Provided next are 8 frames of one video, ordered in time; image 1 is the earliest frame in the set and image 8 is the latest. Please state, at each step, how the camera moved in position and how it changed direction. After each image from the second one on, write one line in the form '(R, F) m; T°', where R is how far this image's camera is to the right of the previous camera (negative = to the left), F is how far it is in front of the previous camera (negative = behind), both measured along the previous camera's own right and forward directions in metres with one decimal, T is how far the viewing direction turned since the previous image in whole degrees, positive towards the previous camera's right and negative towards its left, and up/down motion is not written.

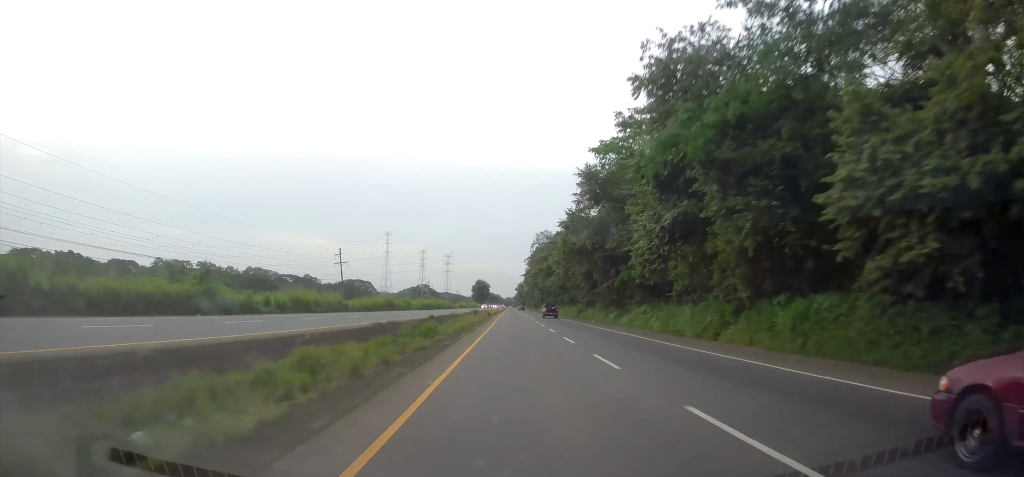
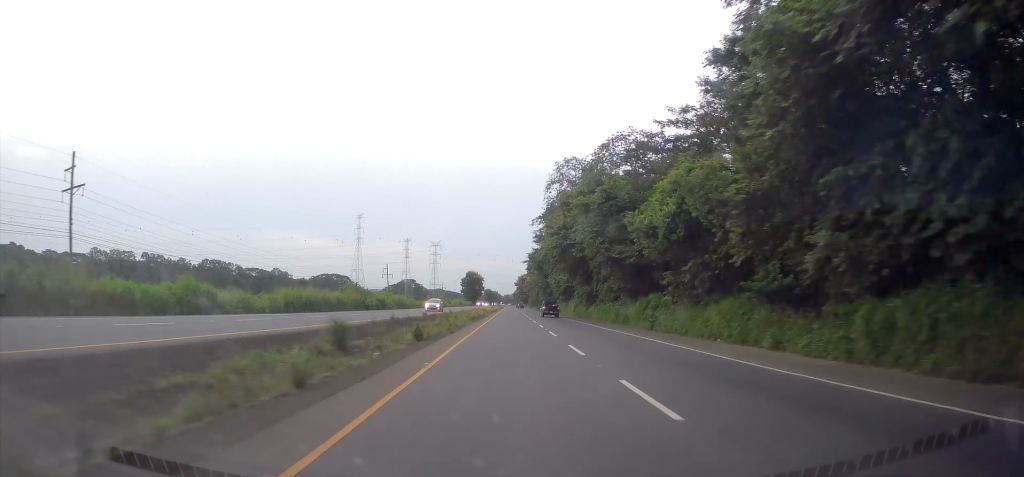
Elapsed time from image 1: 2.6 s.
(-0.4, +64.5) m; 0°
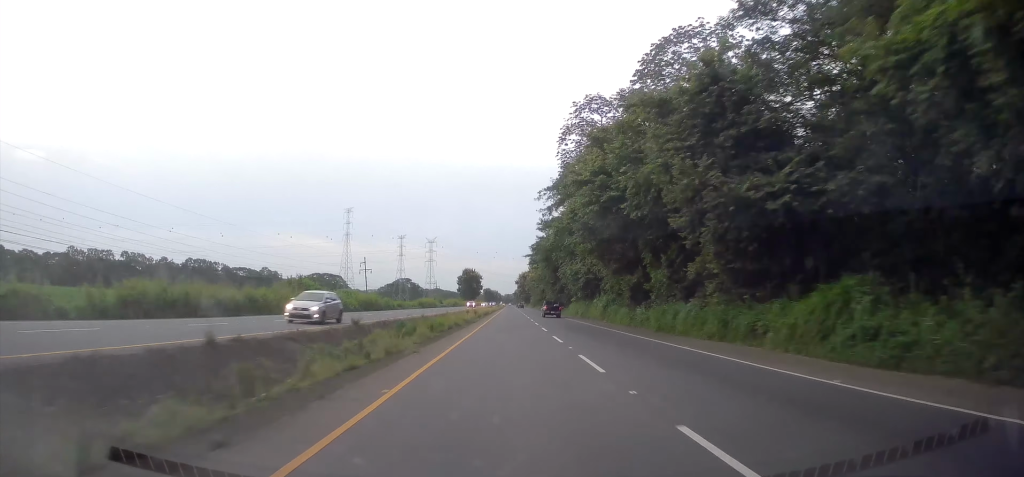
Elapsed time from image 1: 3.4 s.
(-0.1, +20.8) m; 0°
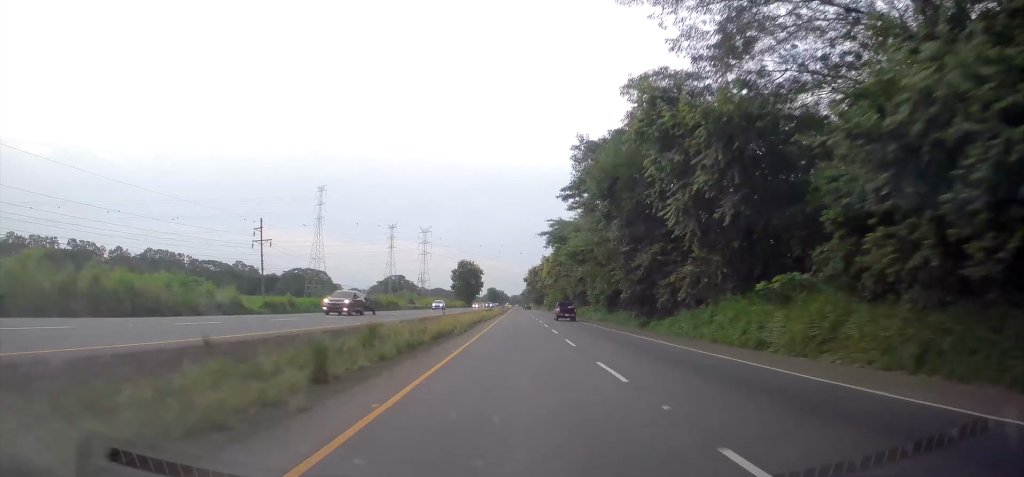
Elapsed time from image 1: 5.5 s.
(+0.4, +52.0) m; 0°
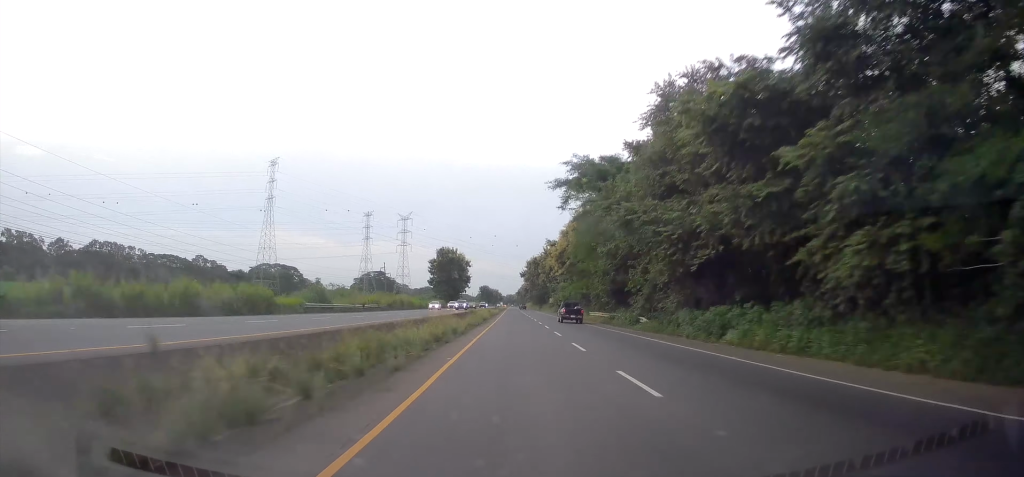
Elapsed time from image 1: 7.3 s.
(-0.4, +43.7) m; 0°
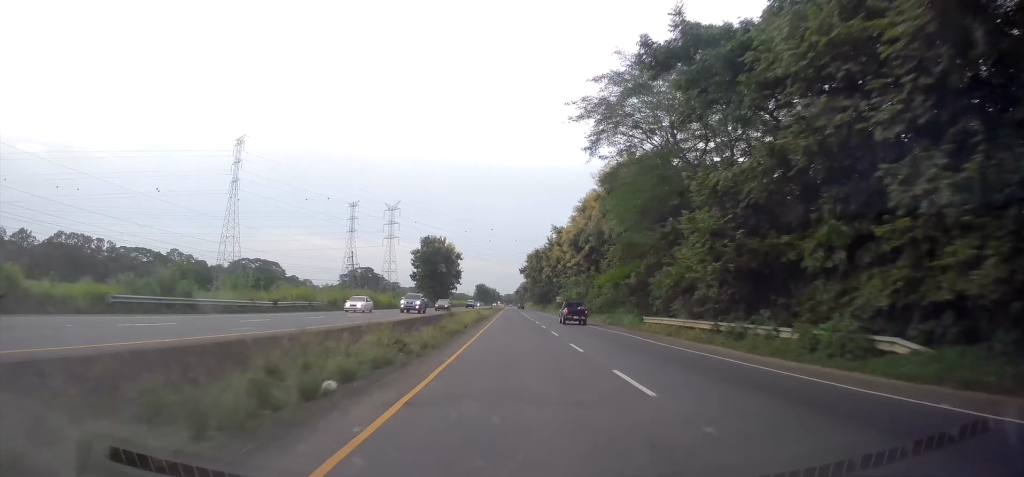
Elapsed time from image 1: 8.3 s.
(+0.3, +25.0) m; 0°
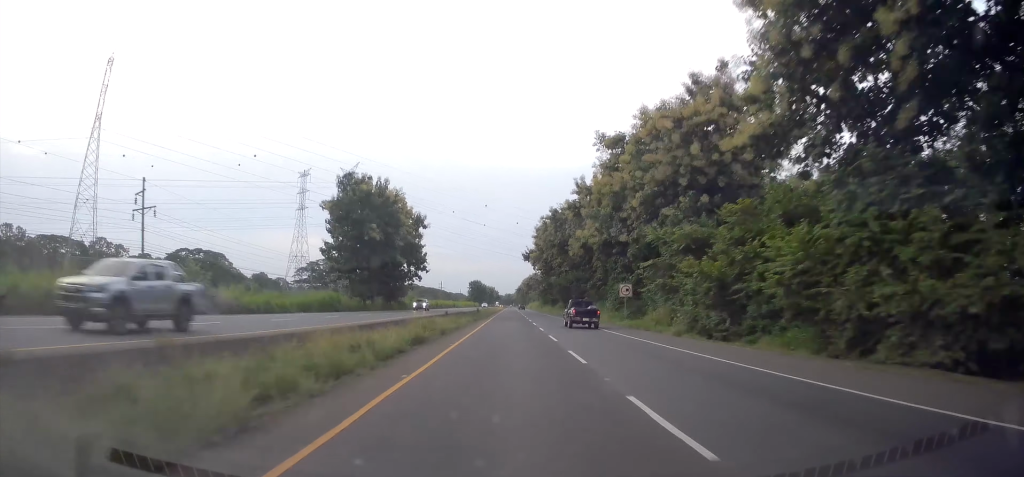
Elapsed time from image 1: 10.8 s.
(-0.2, +62.5) m; 0°
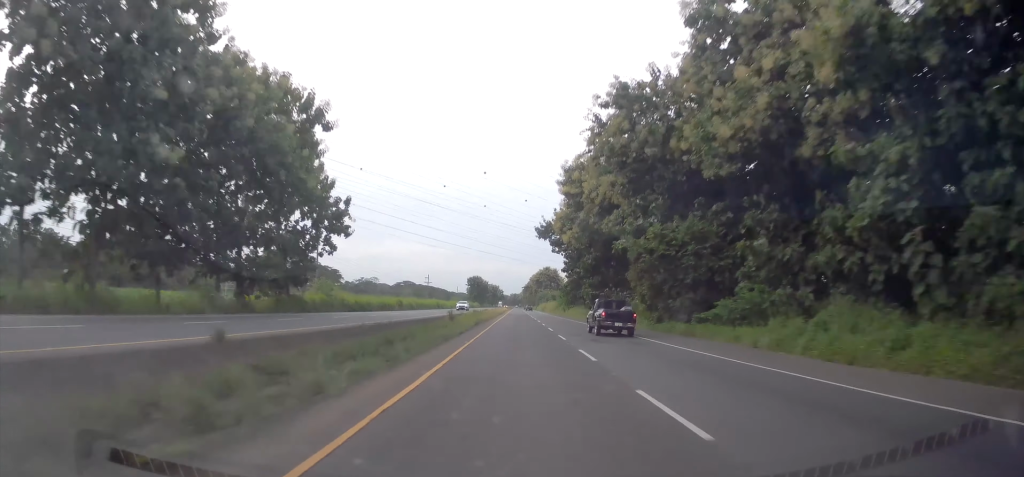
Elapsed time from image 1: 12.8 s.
(+0.3, +50.2) m; 0°
